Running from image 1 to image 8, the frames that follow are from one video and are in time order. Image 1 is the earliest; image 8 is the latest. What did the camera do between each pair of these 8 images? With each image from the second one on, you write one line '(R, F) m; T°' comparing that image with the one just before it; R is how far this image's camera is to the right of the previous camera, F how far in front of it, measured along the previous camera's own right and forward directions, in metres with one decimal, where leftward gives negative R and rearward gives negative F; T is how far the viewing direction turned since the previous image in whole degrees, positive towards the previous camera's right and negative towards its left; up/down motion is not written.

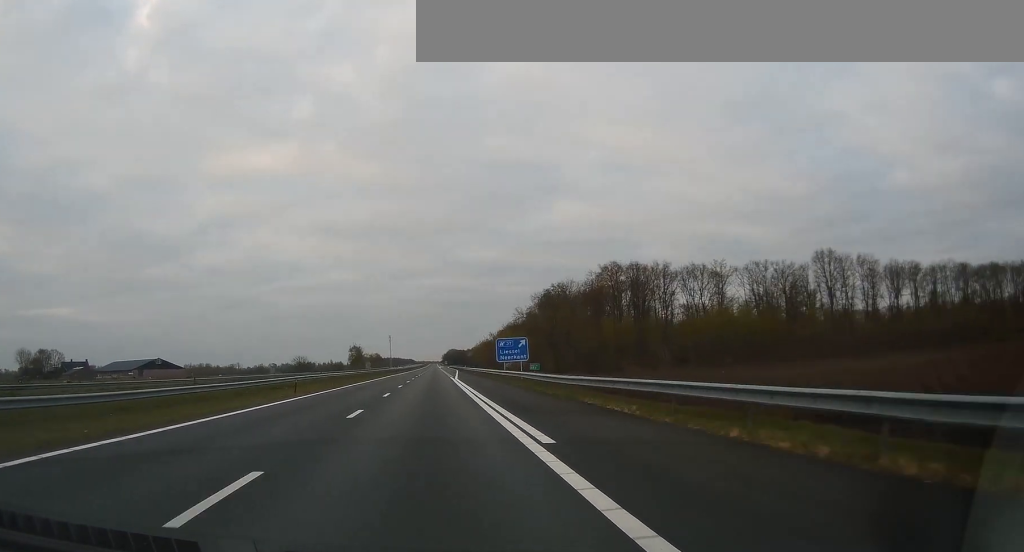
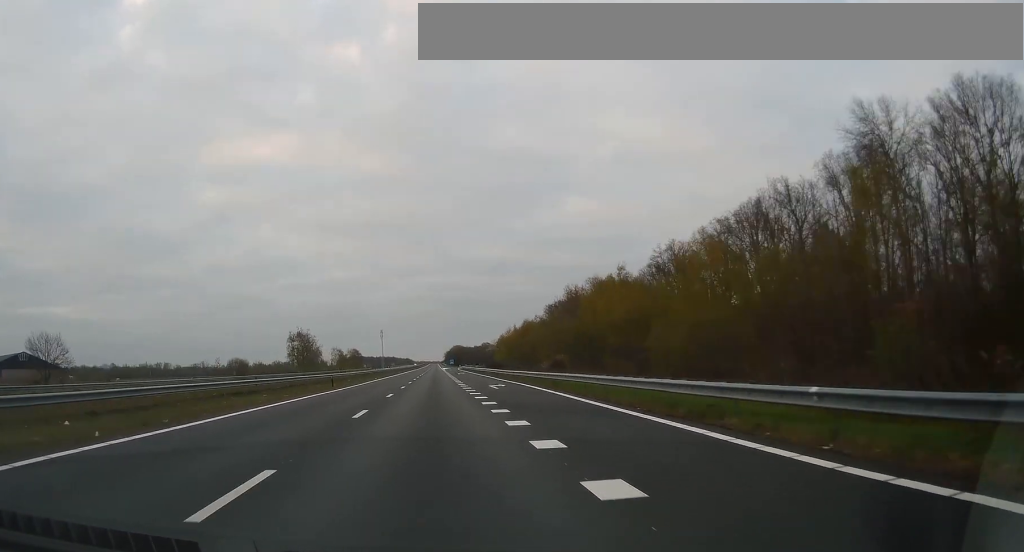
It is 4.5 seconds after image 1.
(0.0, +132.9) m; 0°
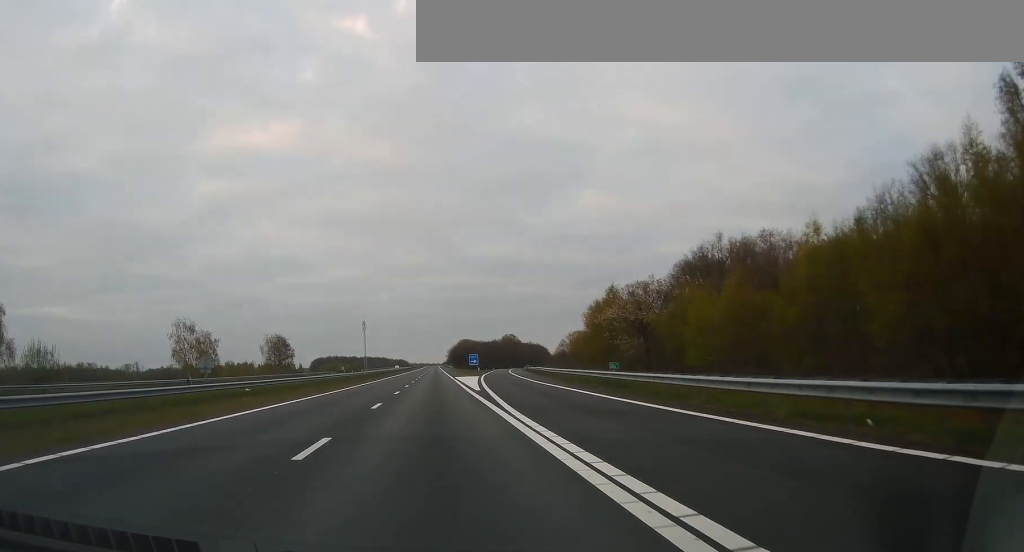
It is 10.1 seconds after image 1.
(-0.3, +166.0) m; 0°
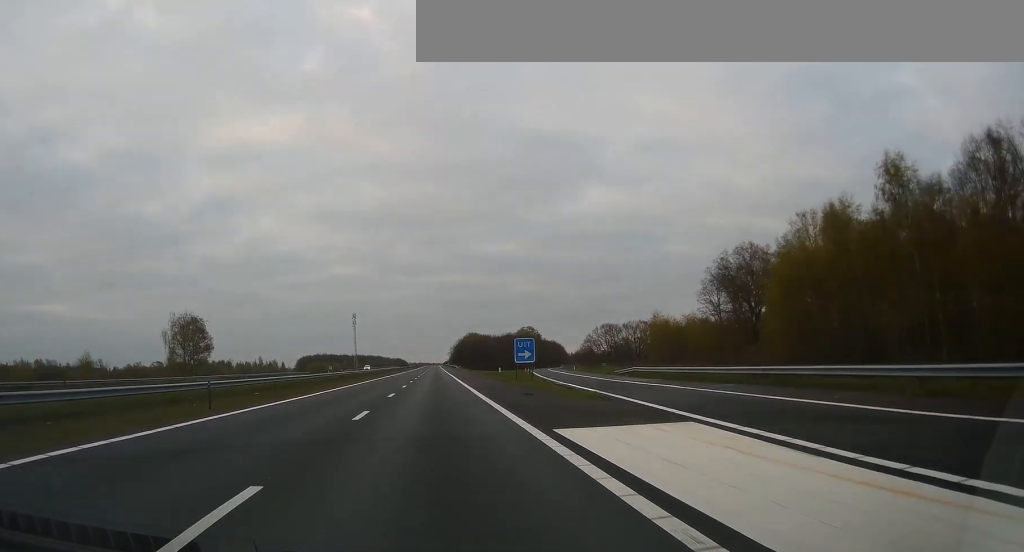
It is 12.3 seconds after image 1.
(+0.3, +66.4) m; 0°
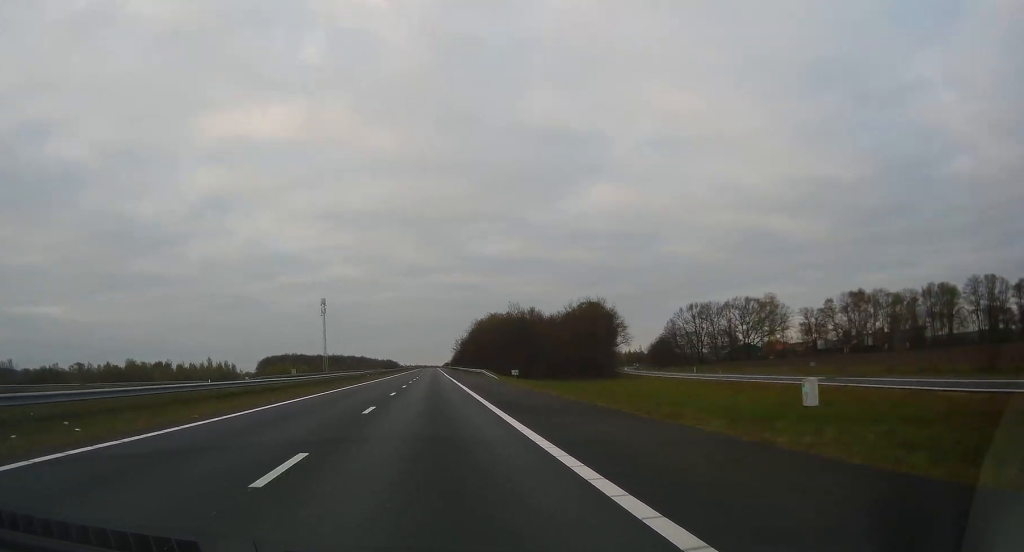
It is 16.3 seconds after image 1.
(+0.2, +118.6) m; 0°
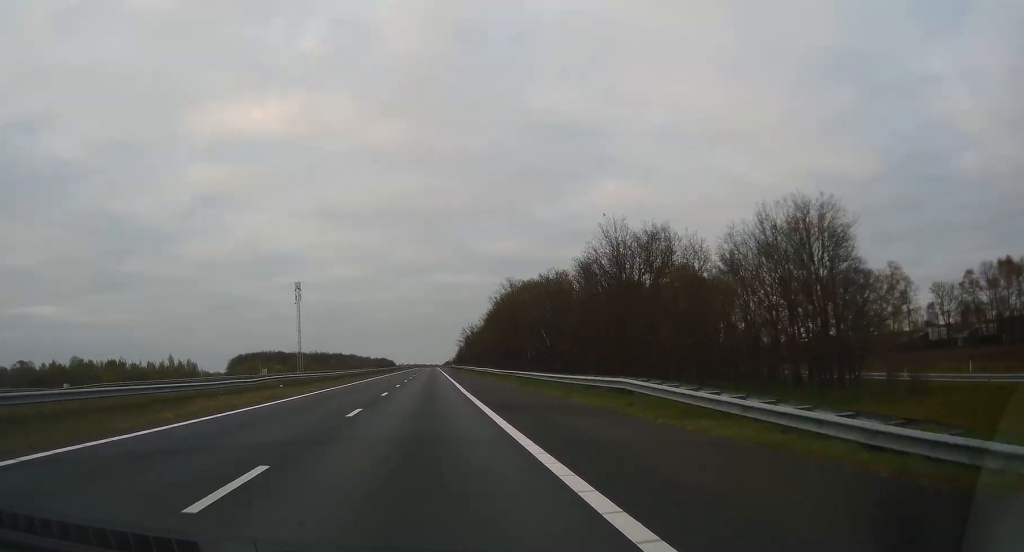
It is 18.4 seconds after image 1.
(+0.1, +61.7) m; 0°
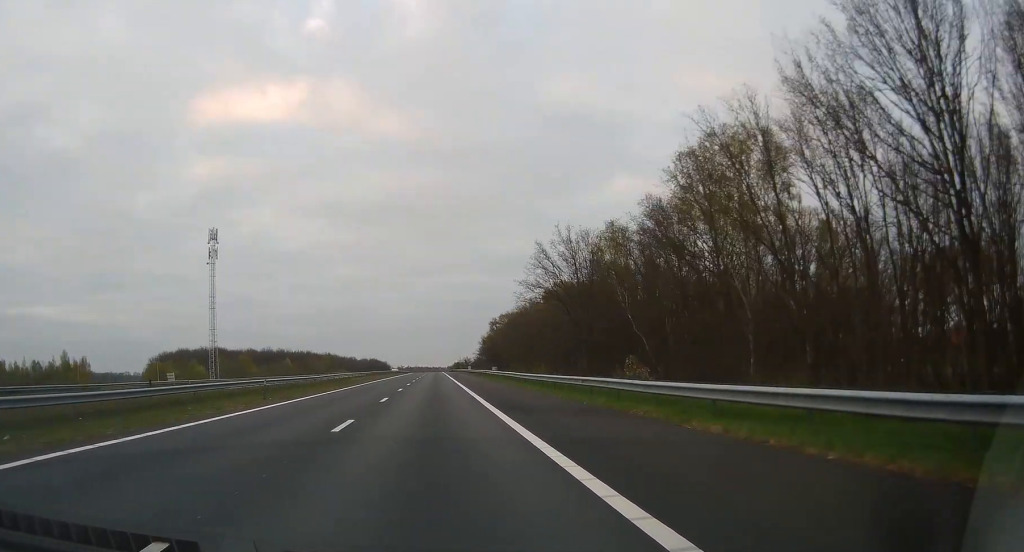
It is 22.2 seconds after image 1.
(-0.4, +113.9) m; 0°
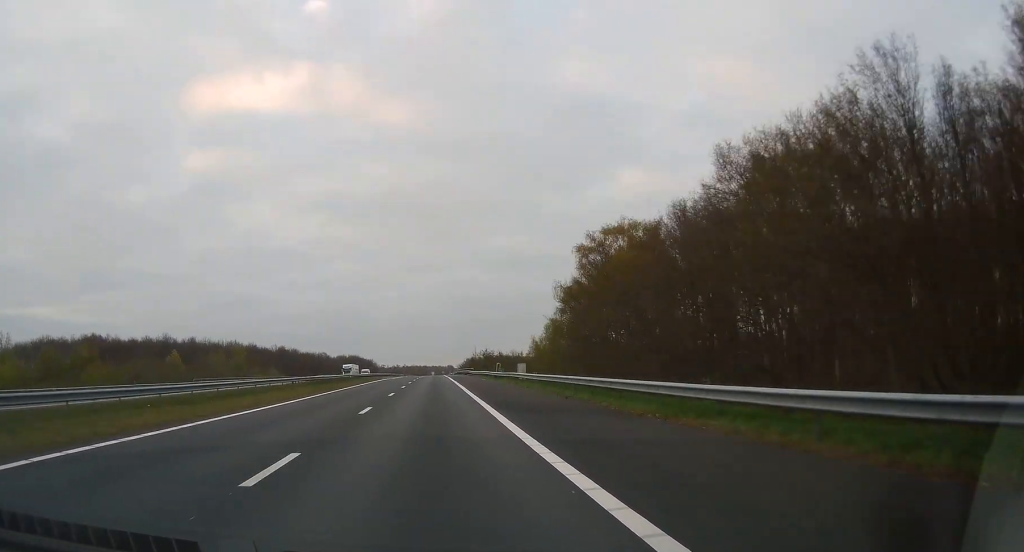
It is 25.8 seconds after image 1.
(+0.5, +104.5) m; 0°
